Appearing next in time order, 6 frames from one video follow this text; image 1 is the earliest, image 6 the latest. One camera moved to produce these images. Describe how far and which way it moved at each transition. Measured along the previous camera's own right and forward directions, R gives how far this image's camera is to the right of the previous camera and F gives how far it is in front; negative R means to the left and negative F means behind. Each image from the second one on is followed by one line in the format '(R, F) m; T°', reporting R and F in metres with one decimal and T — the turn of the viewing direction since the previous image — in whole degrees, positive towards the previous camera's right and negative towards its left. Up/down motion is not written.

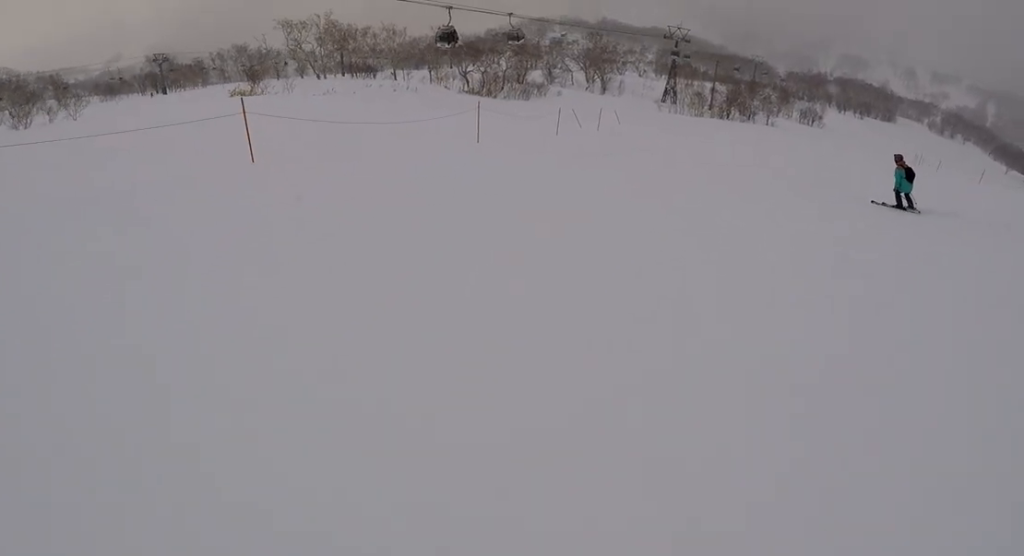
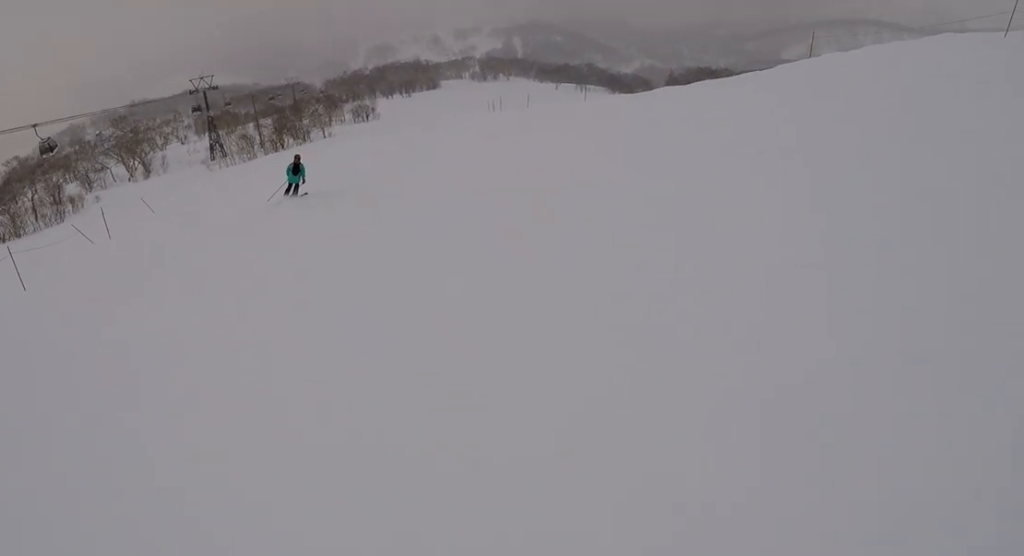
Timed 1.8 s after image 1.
(+2.1, +11.4) m; +5°
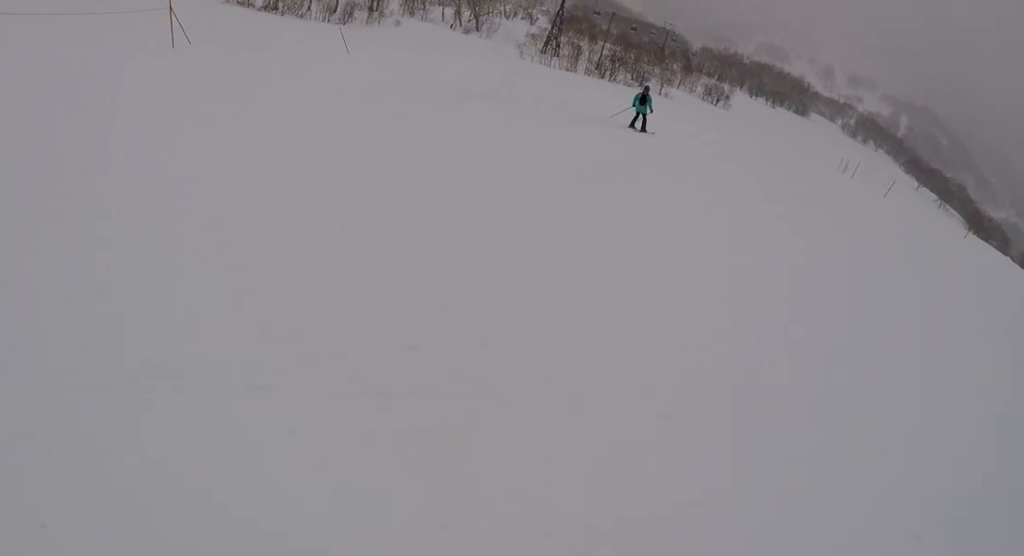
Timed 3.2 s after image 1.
(-1.7, +11.7) m; -12°
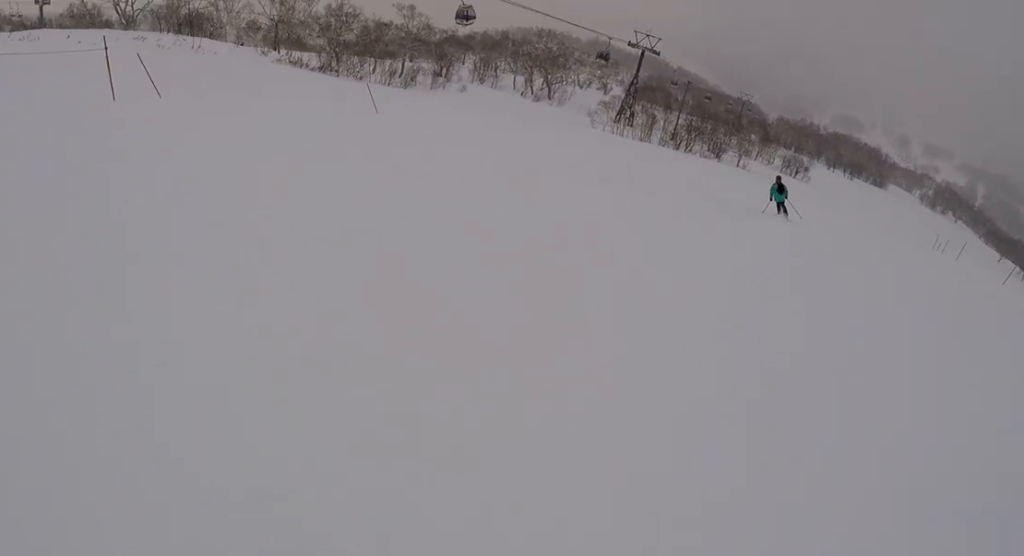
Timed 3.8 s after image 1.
(-0.4, +5.0) m; +1°
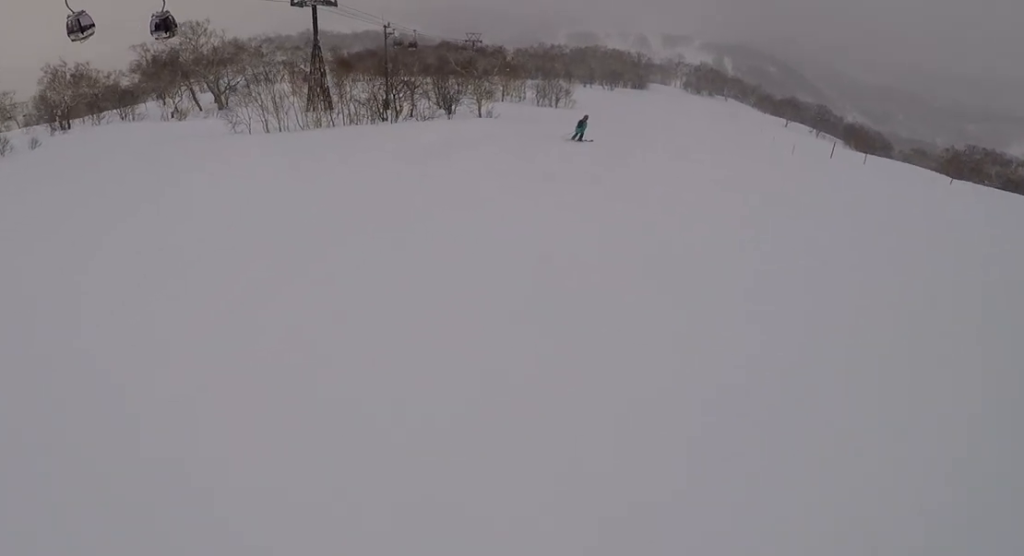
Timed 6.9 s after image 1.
(+4.1, +30.0) m; +7°
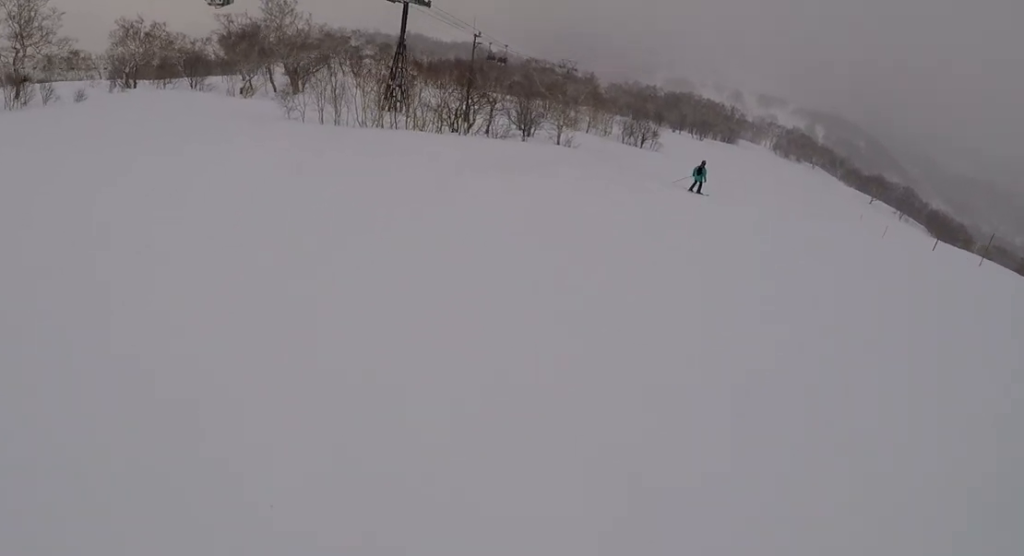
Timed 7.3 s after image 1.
(-0.2, +4.2) m; 0°
